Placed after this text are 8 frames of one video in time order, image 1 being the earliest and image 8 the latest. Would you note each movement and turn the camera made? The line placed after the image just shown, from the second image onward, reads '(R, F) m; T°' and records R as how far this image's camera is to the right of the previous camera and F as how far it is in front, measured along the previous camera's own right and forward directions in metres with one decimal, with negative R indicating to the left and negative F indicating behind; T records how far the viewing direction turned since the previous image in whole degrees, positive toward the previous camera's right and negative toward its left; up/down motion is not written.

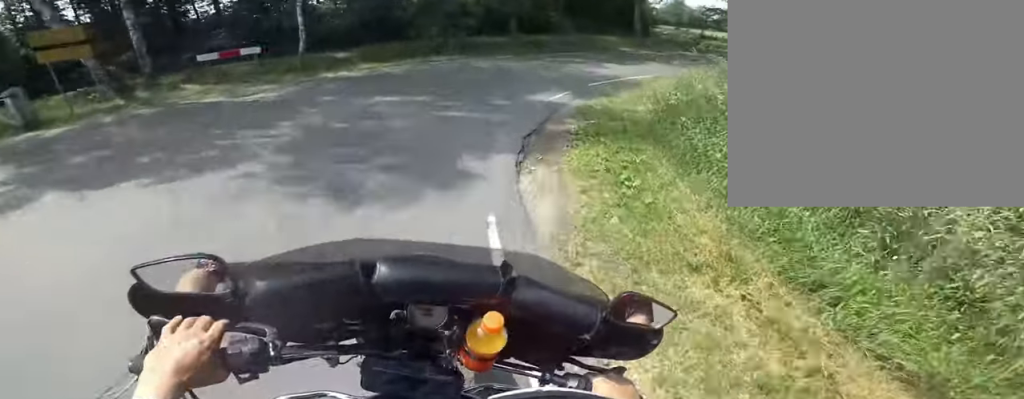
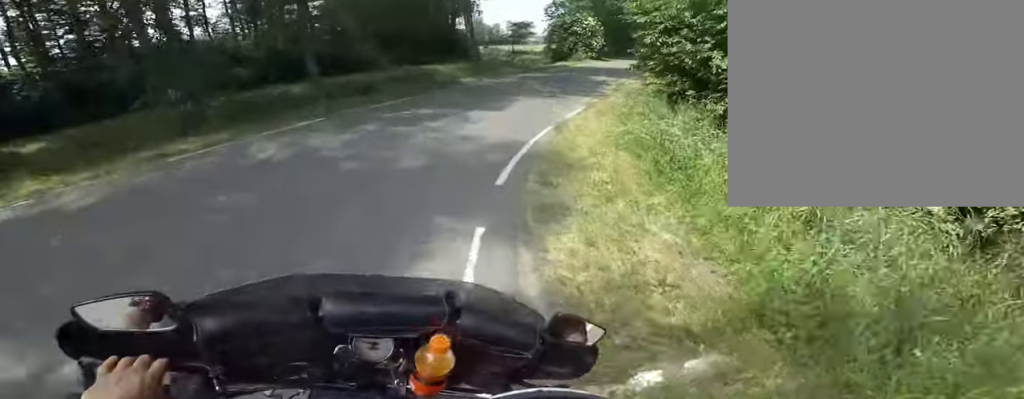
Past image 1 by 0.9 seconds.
(0.0, +4.8) m; +19°
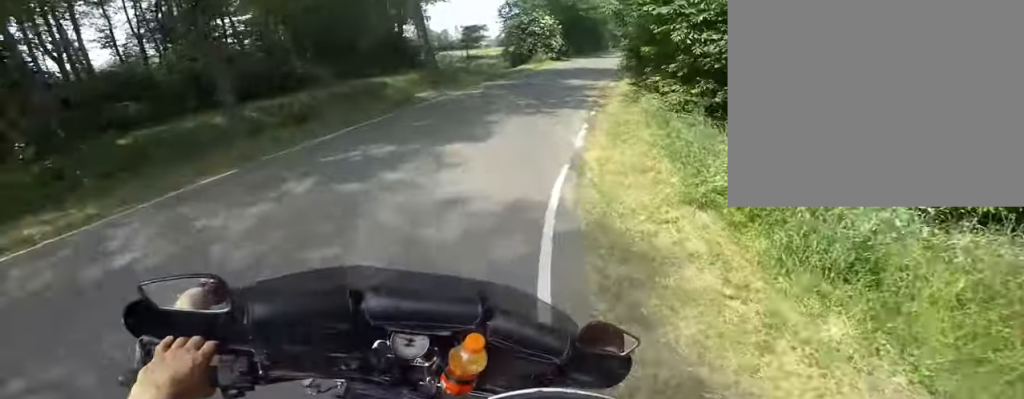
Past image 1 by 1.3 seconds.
(+0.8, +2.4) m; +12°
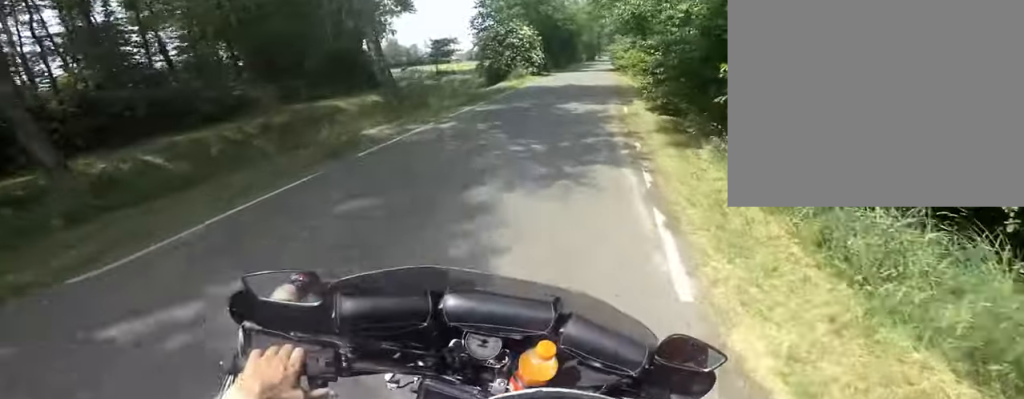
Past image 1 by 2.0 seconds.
(+0.7, +3.8) m; +13°
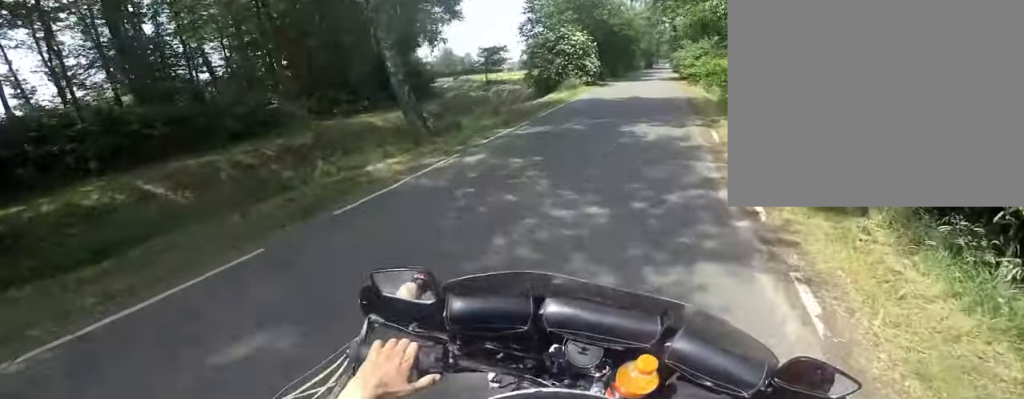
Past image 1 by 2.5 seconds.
(+0.1, +2.4) m; +3°
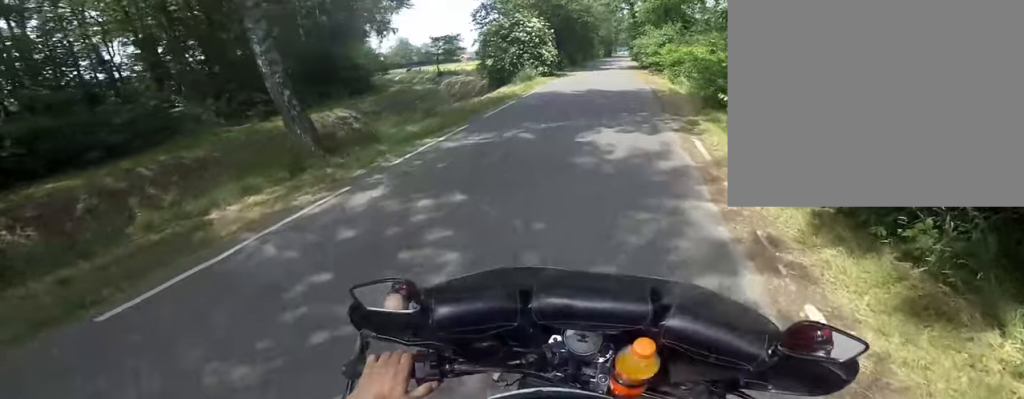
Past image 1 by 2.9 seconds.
(0.0, +2.2) m; +1°
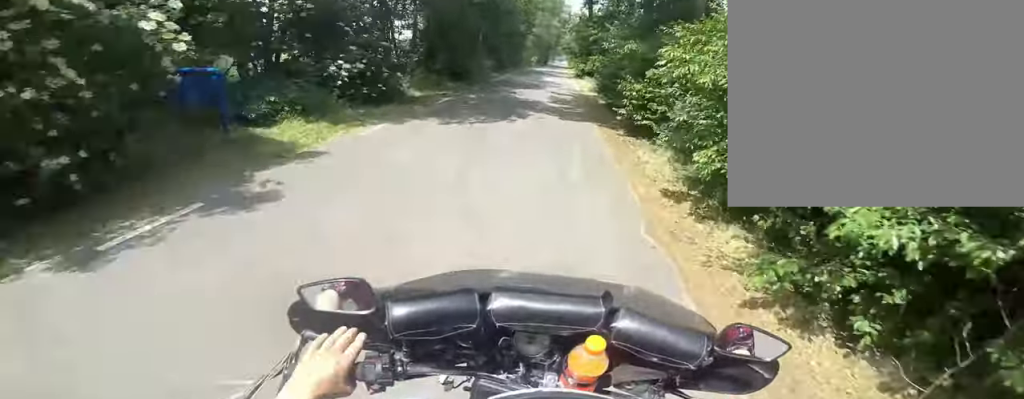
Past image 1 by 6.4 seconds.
(-0.2, +21.1) m; +6°
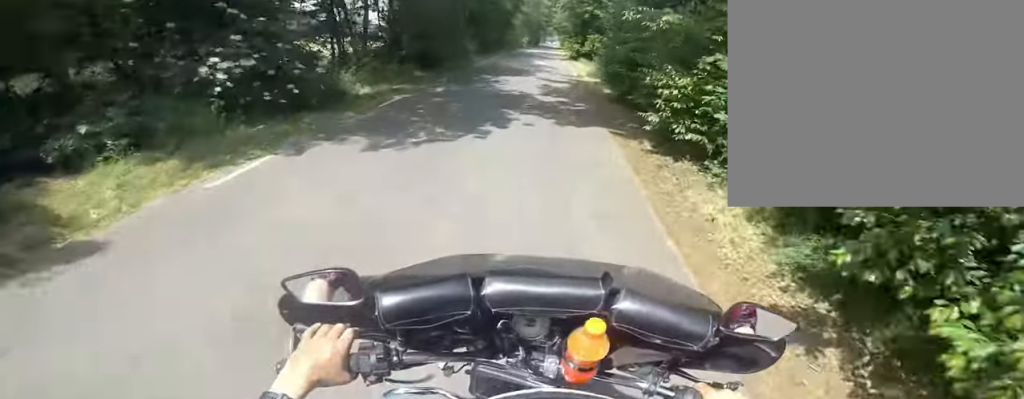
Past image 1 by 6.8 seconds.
(+0.2, +3.1) m; +3°
